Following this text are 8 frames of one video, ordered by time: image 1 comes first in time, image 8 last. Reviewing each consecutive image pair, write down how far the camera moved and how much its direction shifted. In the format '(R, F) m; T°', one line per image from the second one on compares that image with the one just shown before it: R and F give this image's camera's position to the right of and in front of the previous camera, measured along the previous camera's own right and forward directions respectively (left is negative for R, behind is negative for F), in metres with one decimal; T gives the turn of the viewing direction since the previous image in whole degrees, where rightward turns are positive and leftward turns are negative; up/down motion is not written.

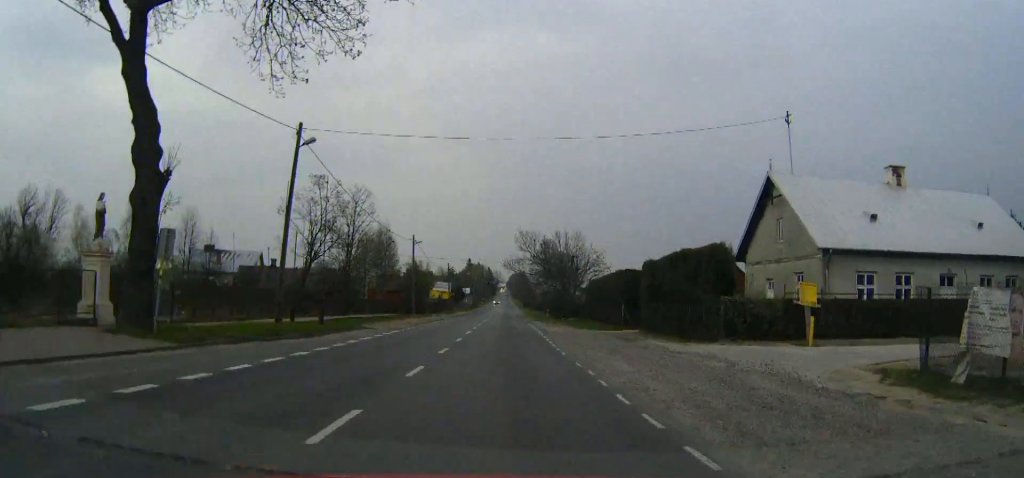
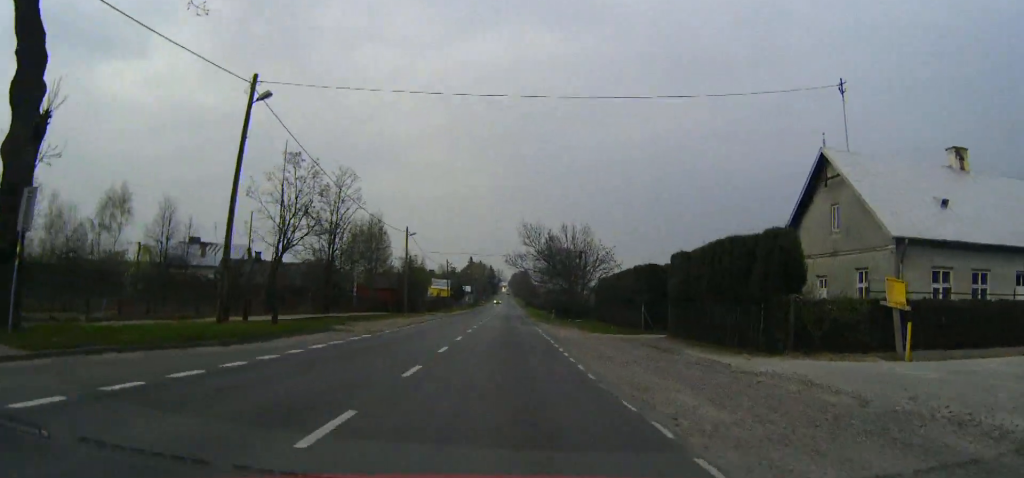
(0.0, +6.4) m; 0°
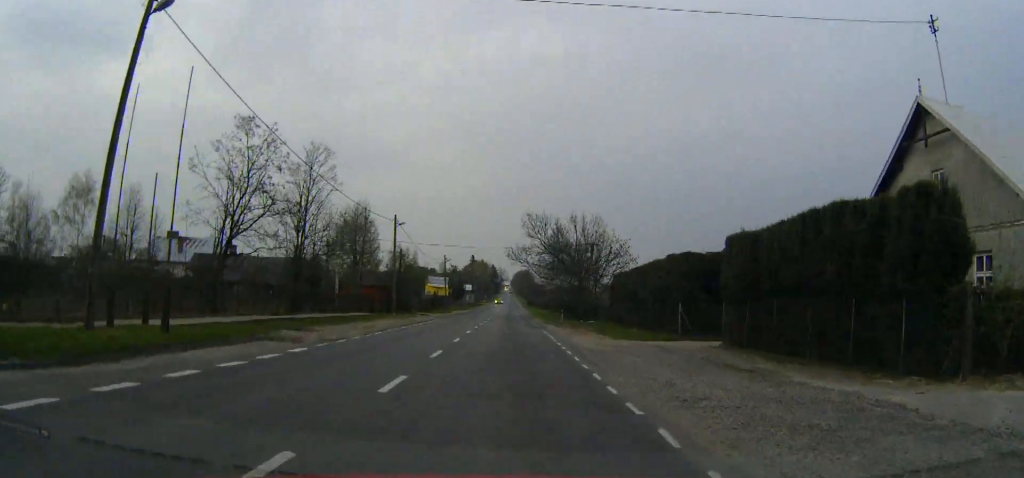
(0.0, +8.2) m; 0°
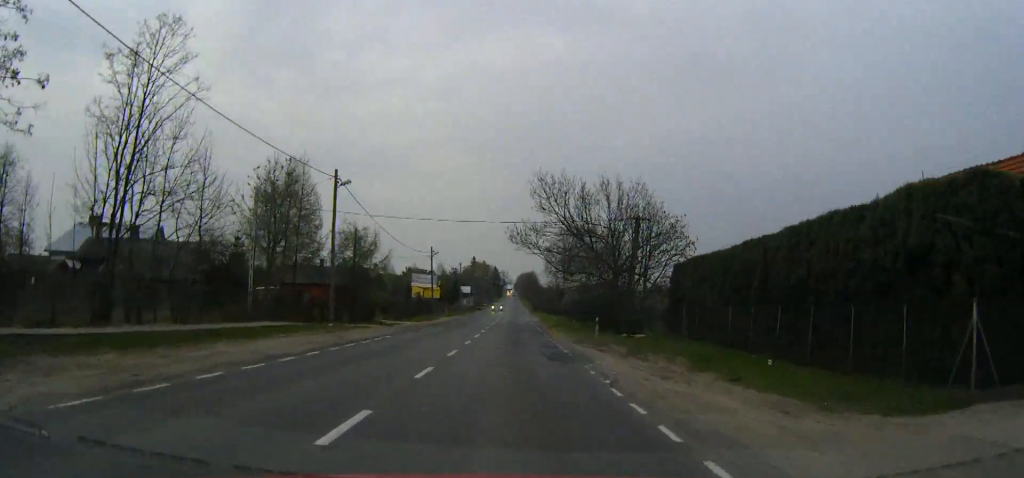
(0.0, +21.3) m; 0°
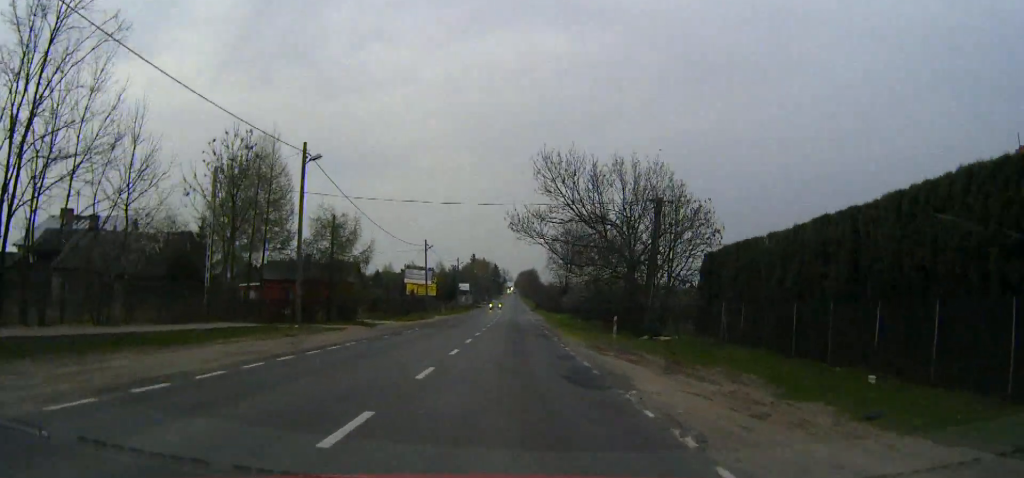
(0.0, +6.1) m; 0°
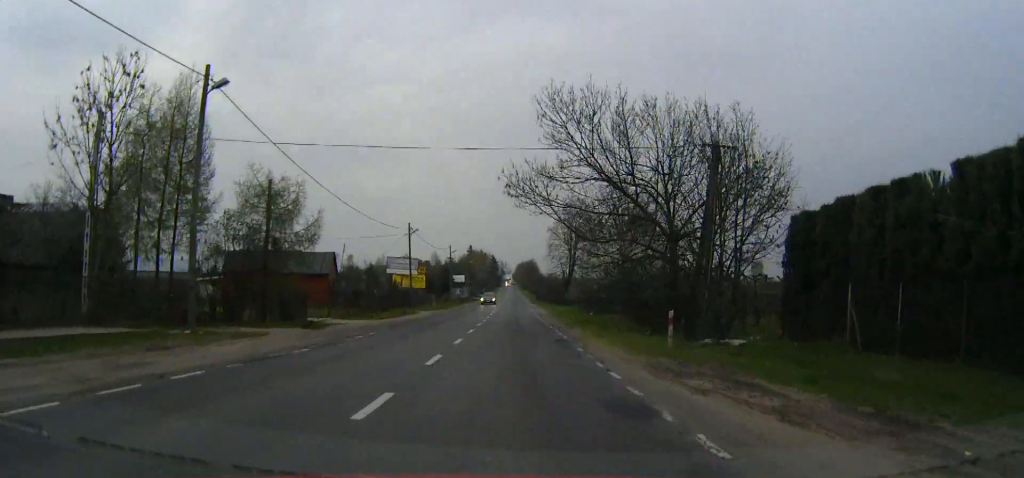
(0.0, +10.9) m; 0°
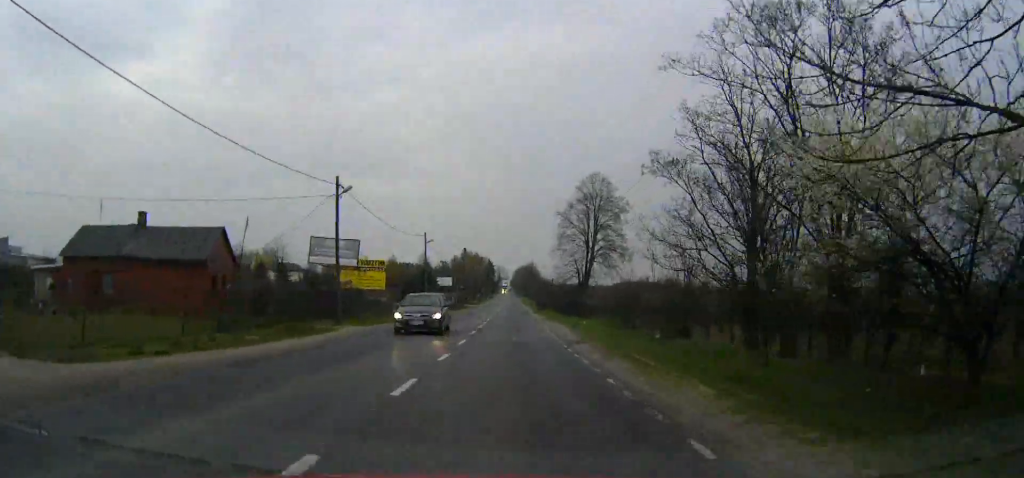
(+0.1, +27.5) m; 0°
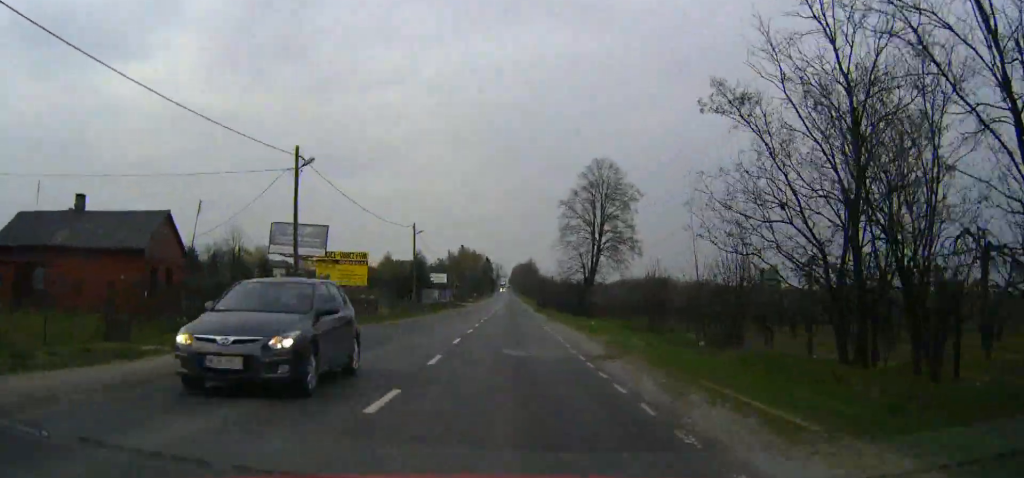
(0.0, +7.5) m; 0°
